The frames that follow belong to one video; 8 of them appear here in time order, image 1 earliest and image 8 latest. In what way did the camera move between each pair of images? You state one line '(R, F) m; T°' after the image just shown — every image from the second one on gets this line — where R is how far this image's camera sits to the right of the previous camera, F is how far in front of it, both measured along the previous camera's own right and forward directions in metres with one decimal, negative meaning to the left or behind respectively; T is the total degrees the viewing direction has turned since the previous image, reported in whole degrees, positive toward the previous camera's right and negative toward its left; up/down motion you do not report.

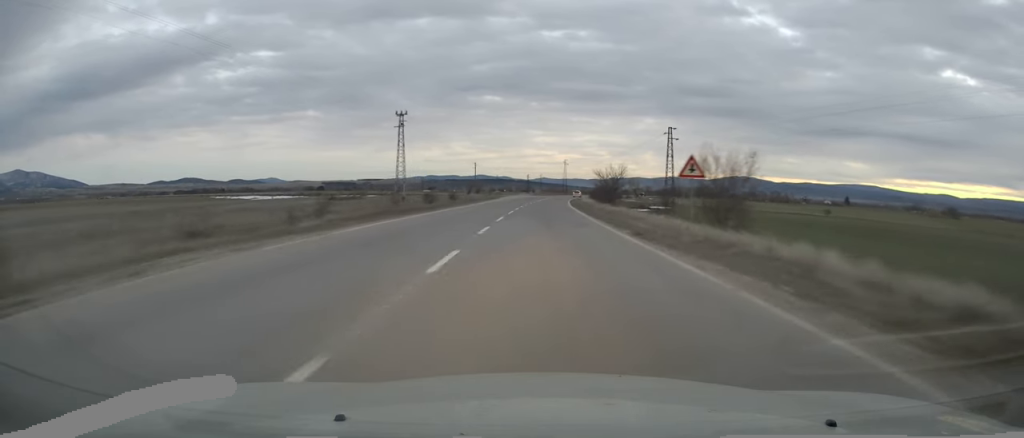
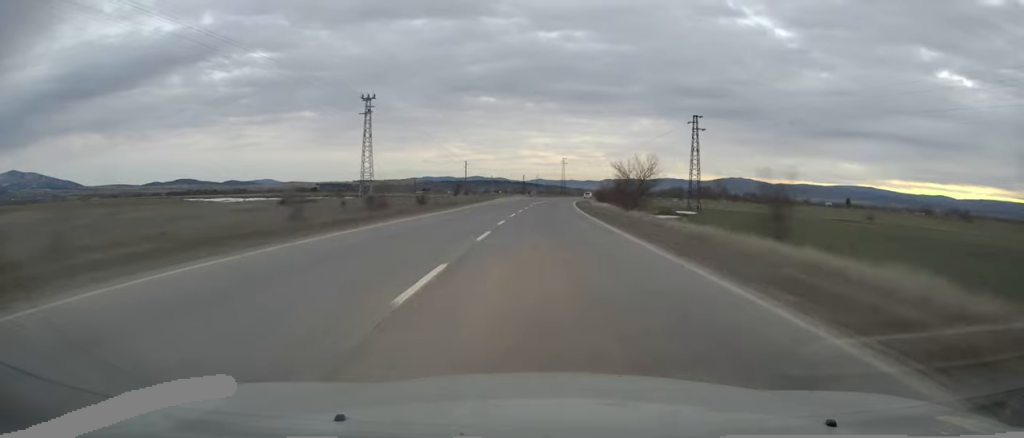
(+0.2, +17.5) m; +1°
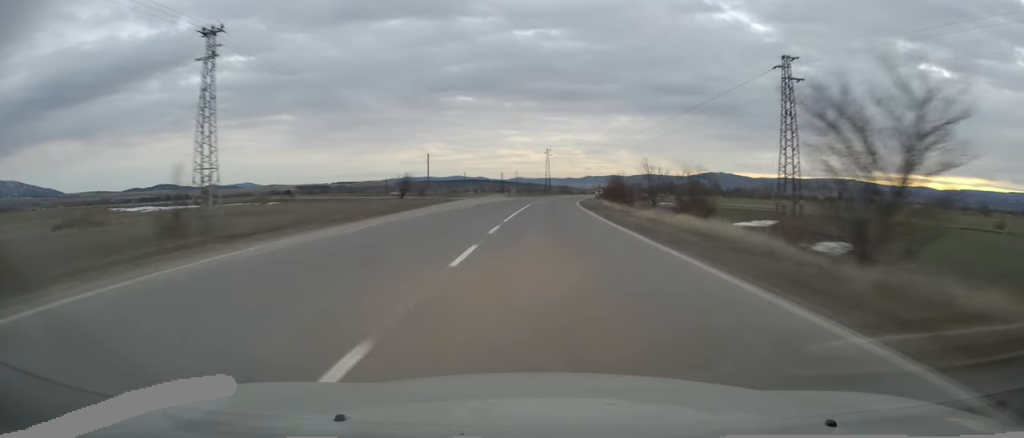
(+0.1, +35.6) m; +1°
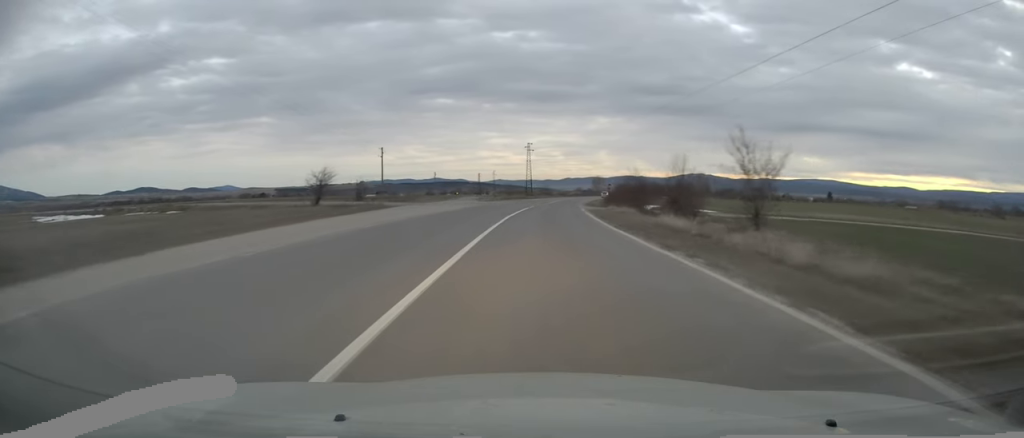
(+0.6, +28.8) m; +2°
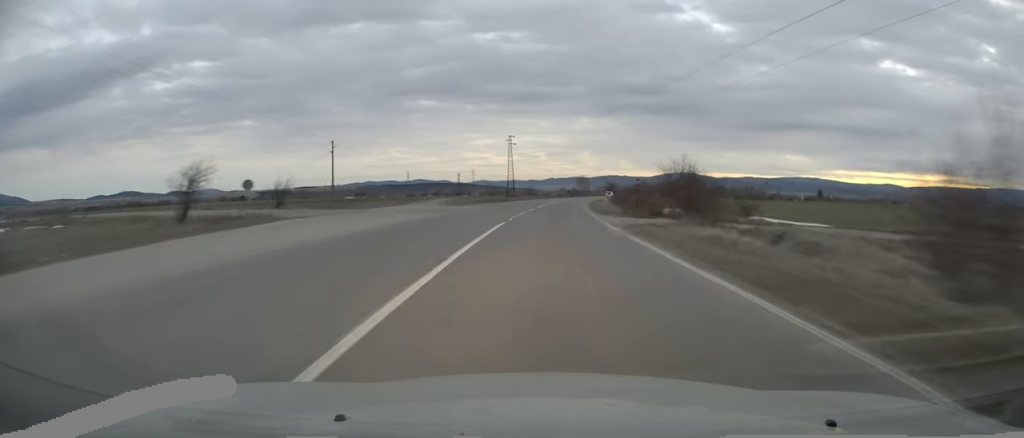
(+0.2, +22.0) m; +1°
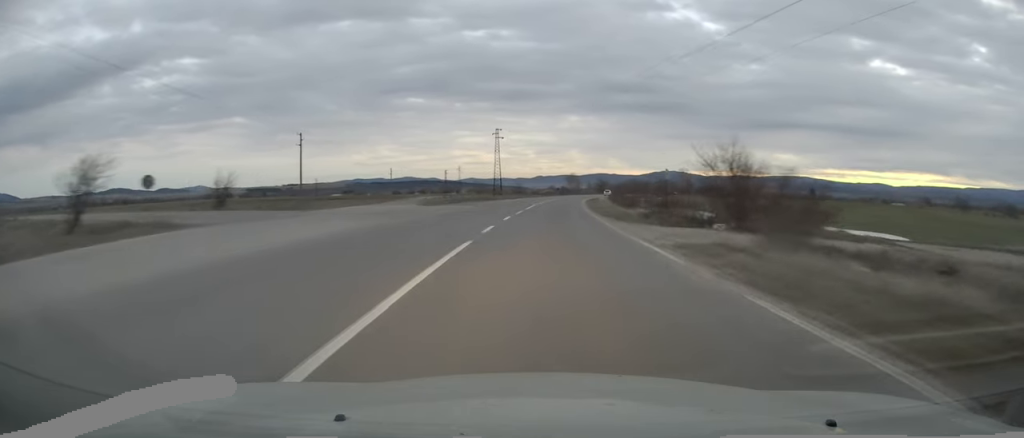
(+0.2, +9.9) m; +1°
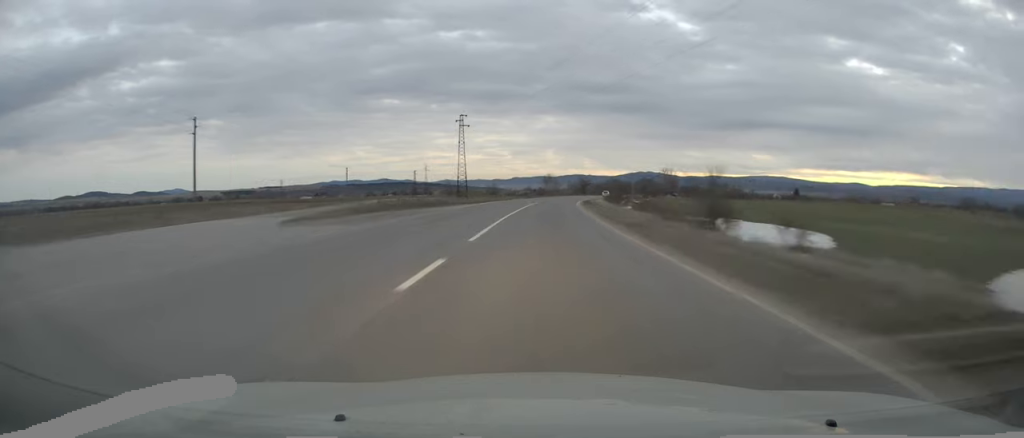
(+0.4, +25.2) m; +2°
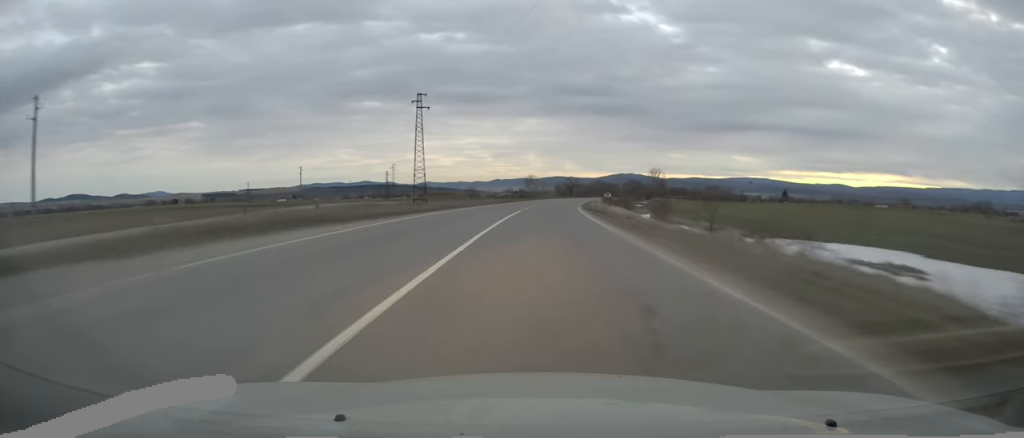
(+0.4, +23.7) m; +2°
